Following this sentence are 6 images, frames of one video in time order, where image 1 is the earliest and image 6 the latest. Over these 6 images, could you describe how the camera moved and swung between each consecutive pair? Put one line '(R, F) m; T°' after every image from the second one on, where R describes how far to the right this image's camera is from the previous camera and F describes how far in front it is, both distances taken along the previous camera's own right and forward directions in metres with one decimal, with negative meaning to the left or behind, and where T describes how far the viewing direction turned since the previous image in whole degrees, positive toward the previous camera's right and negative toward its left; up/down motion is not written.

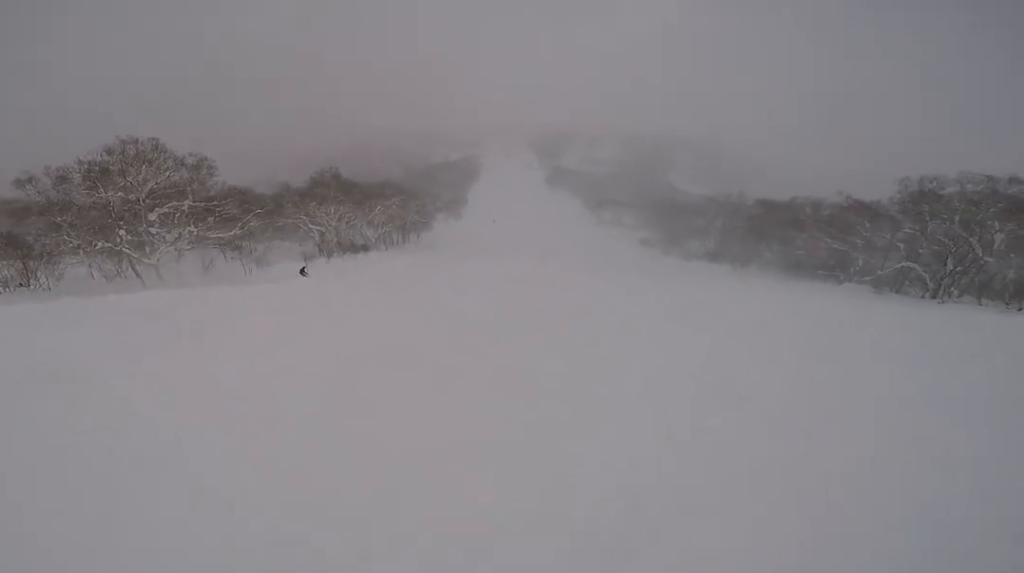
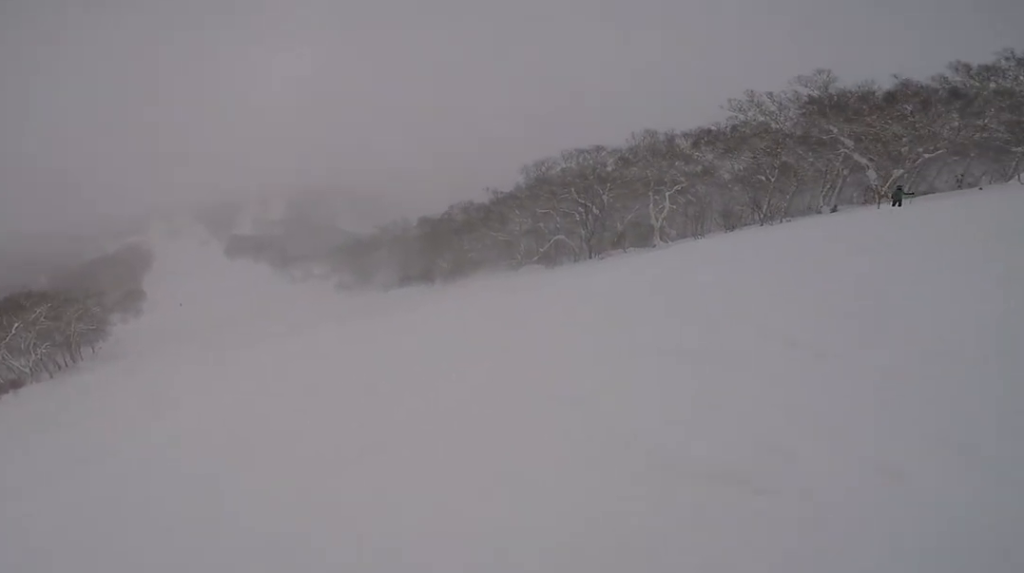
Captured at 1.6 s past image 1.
(+2.8, +4.5) m; +42°
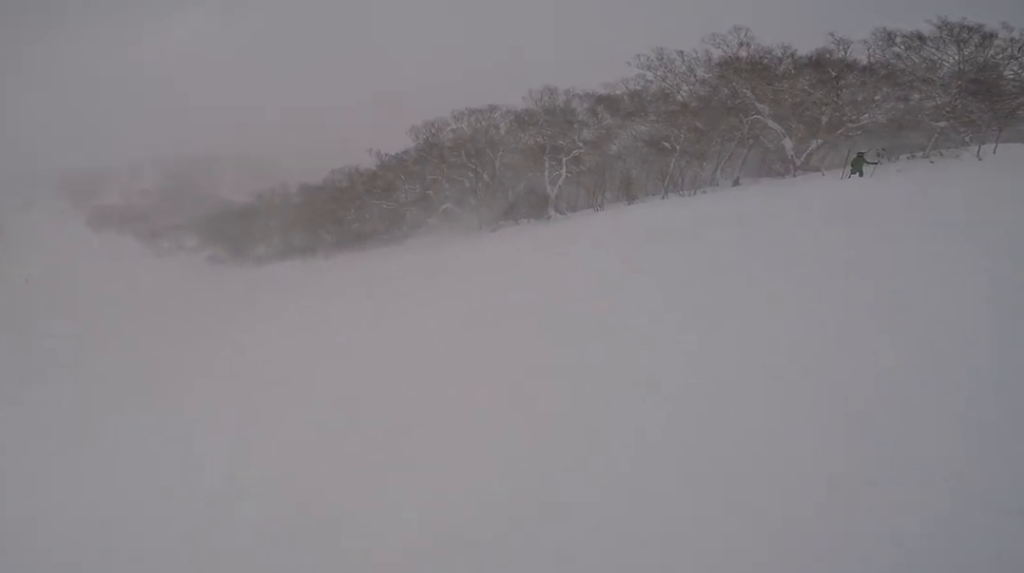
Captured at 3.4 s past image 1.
(+1.4, +6.6) m; +22°
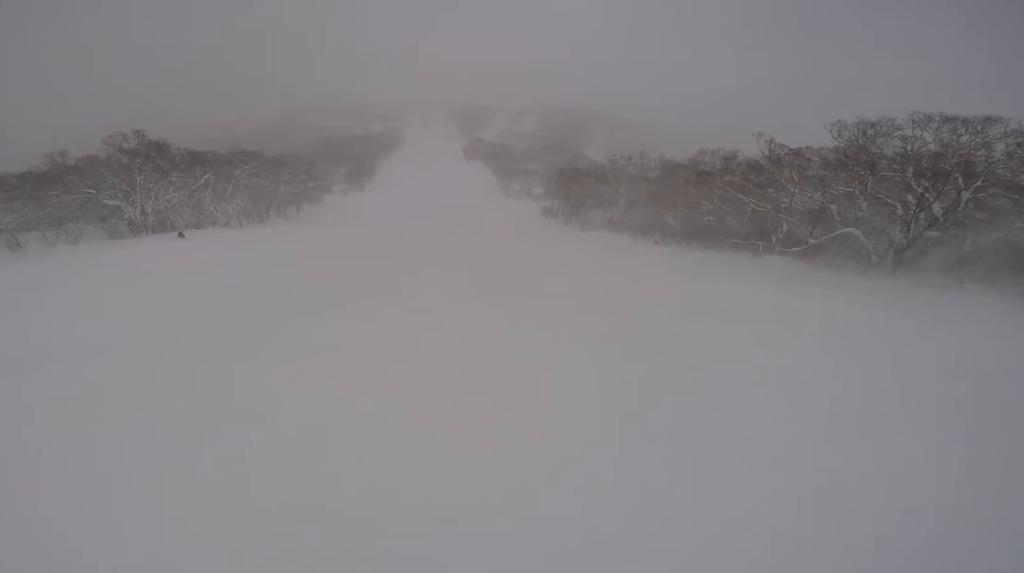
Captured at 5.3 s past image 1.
(-0.9, +6.1) m; -47°
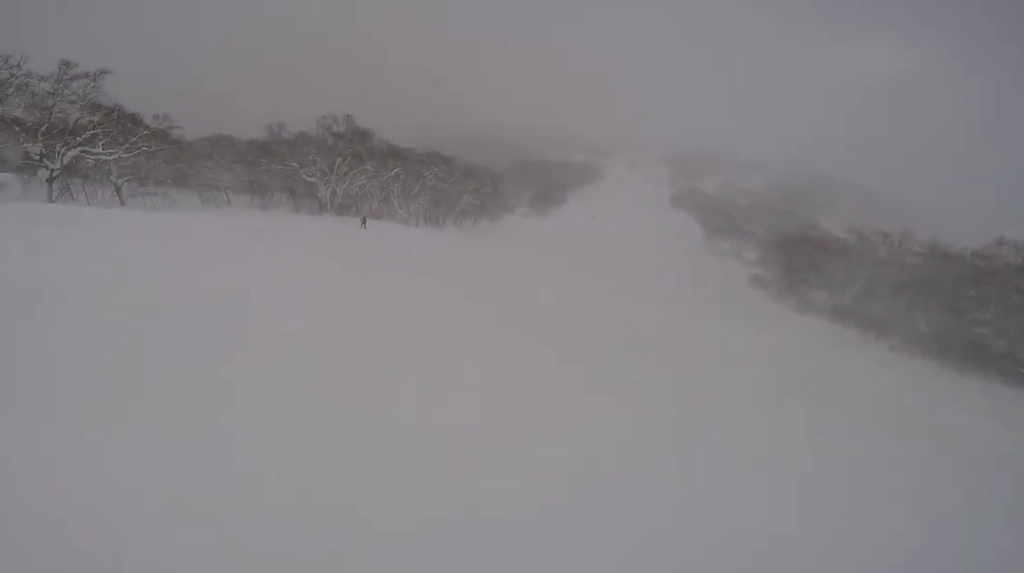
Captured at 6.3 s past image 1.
(-1.4, +3.1) m; -43°
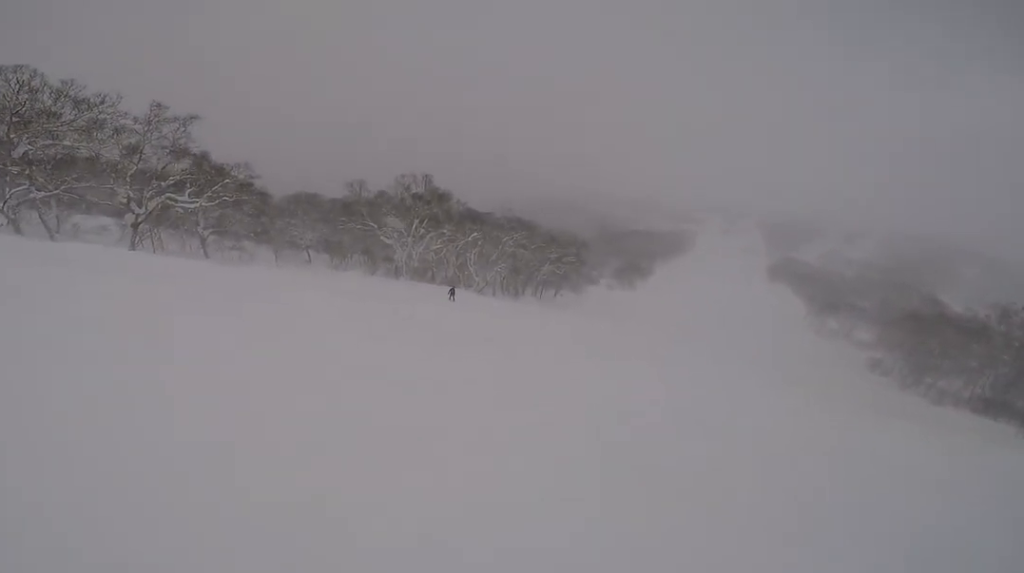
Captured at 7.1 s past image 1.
(-0.9, +3.2) m; -18°
